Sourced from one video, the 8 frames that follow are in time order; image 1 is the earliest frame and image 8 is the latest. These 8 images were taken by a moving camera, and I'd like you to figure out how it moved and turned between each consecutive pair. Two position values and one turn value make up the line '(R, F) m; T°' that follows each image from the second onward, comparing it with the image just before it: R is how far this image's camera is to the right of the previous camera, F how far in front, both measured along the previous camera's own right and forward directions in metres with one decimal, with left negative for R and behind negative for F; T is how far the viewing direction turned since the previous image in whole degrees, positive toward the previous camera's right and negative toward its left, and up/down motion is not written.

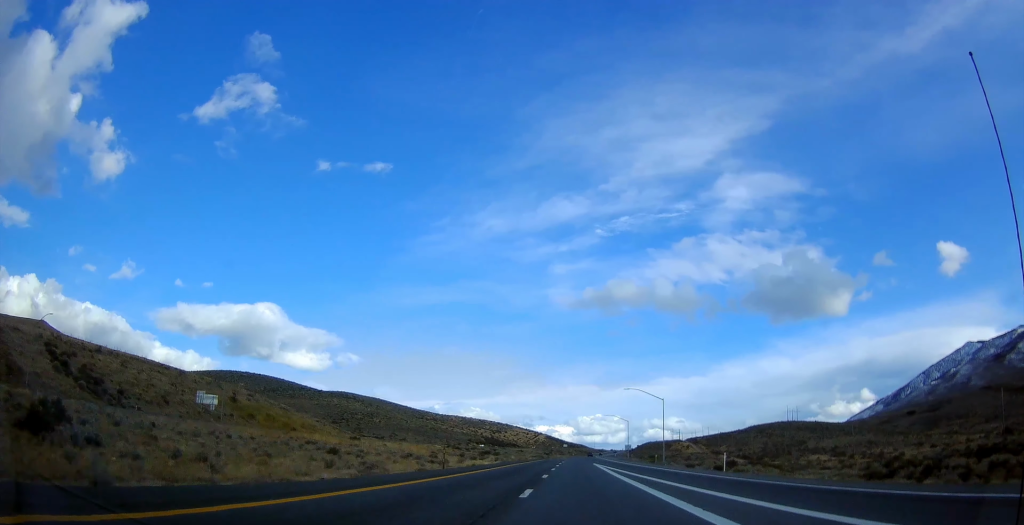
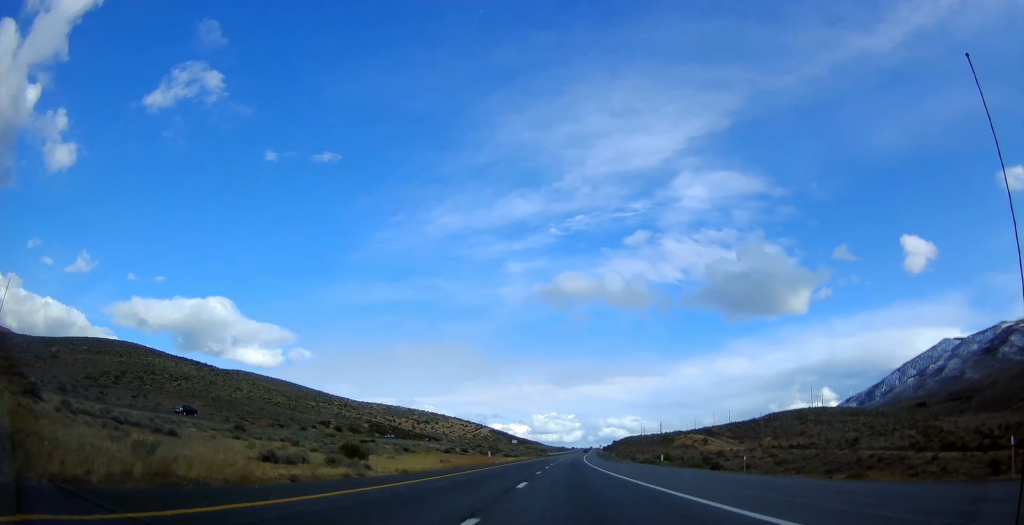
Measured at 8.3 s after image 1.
(+8.9, +205.8) m; +4°
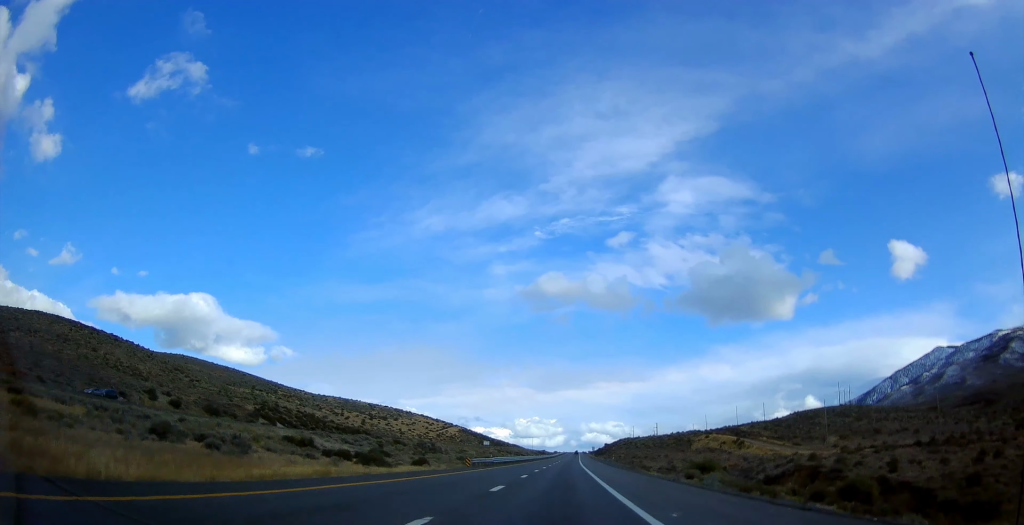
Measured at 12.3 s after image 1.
(+1.4, +97.9) m; +1°
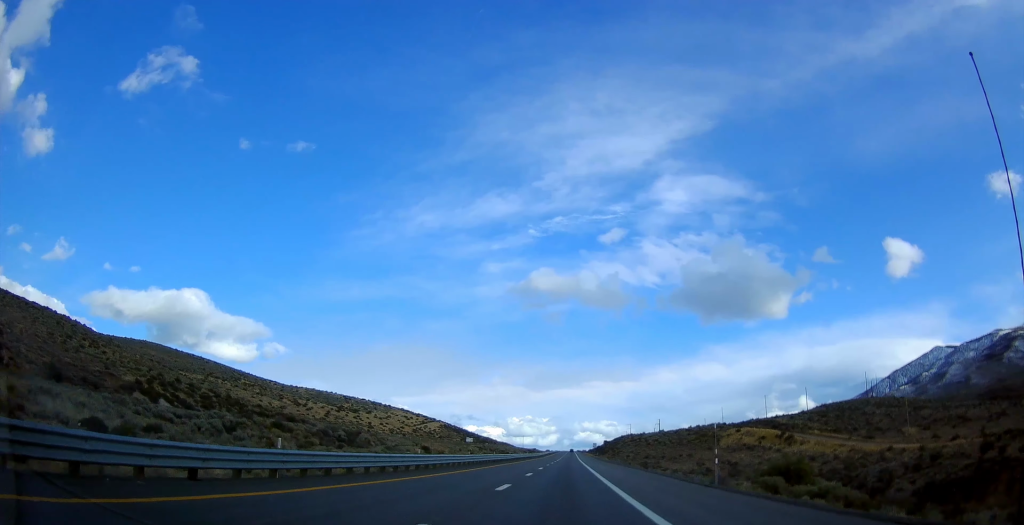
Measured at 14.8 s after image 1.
(+0.4, +60.7) m; +1°
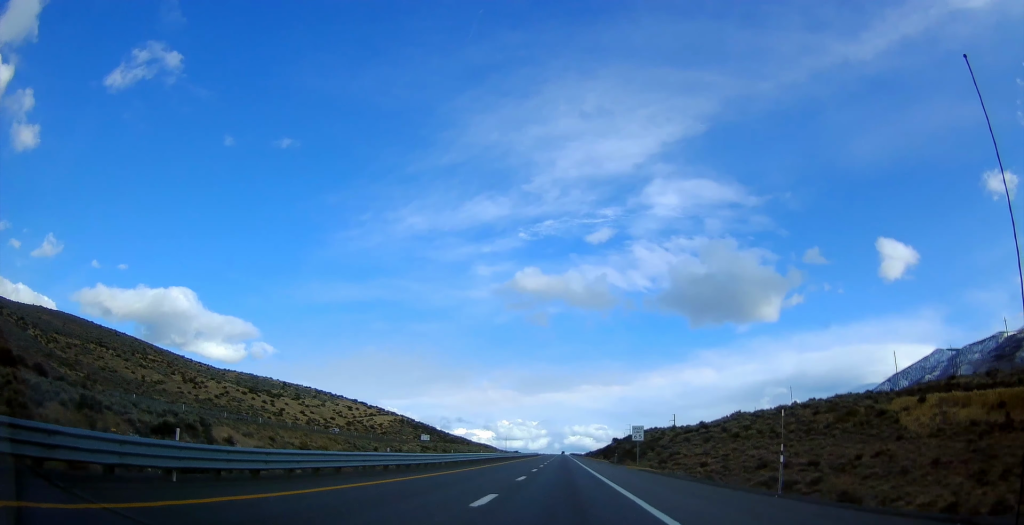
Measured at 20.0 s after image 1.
(+1.5, +122.5) m; +1°
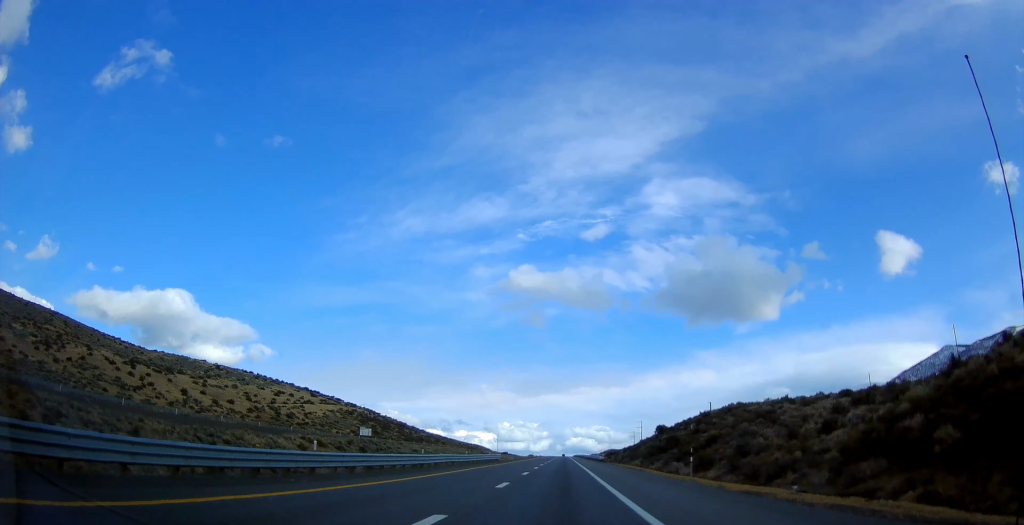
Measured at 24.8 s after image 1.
(+0.3, +111.4) m; 0°
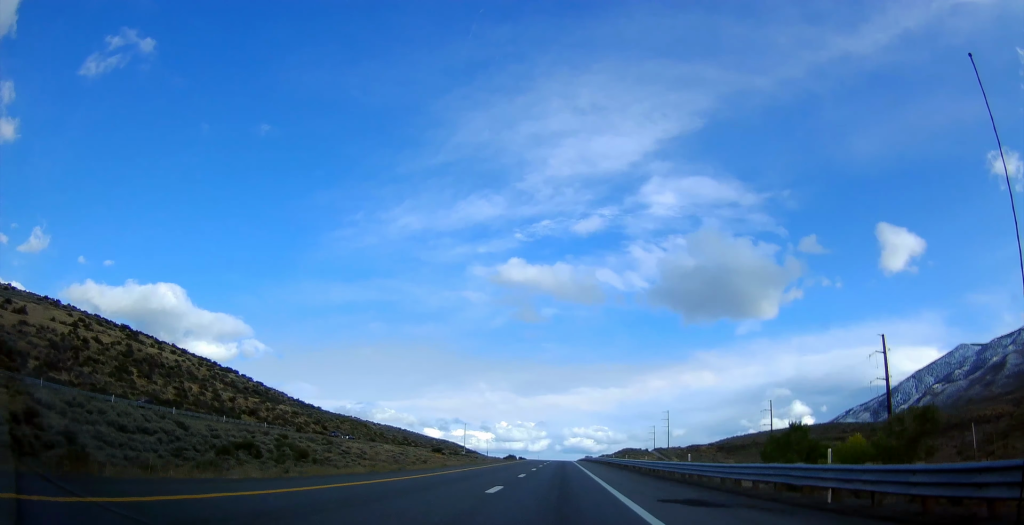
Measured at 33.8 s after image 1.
(-1.1, +208.9) m; 0°
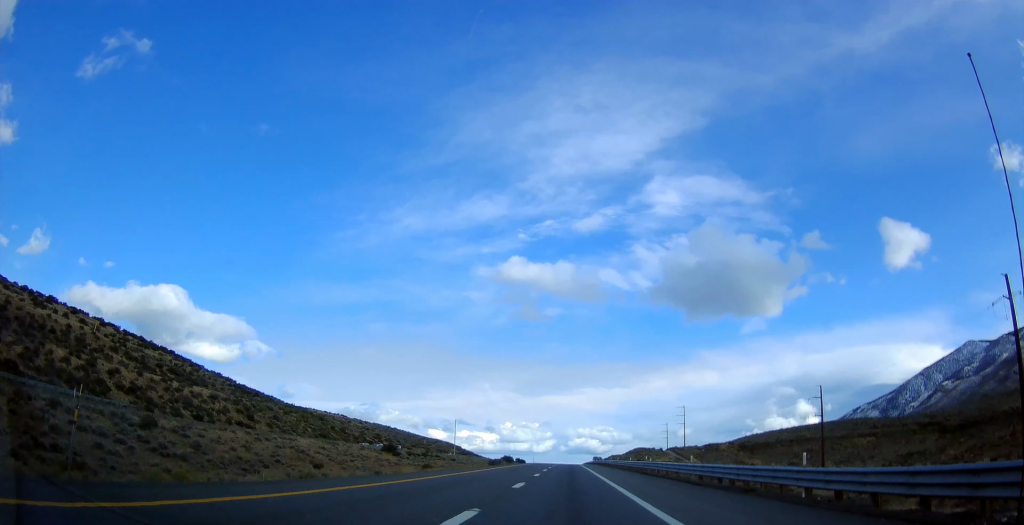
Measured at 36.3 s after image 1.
(0.0, +56.2) m; 0°
